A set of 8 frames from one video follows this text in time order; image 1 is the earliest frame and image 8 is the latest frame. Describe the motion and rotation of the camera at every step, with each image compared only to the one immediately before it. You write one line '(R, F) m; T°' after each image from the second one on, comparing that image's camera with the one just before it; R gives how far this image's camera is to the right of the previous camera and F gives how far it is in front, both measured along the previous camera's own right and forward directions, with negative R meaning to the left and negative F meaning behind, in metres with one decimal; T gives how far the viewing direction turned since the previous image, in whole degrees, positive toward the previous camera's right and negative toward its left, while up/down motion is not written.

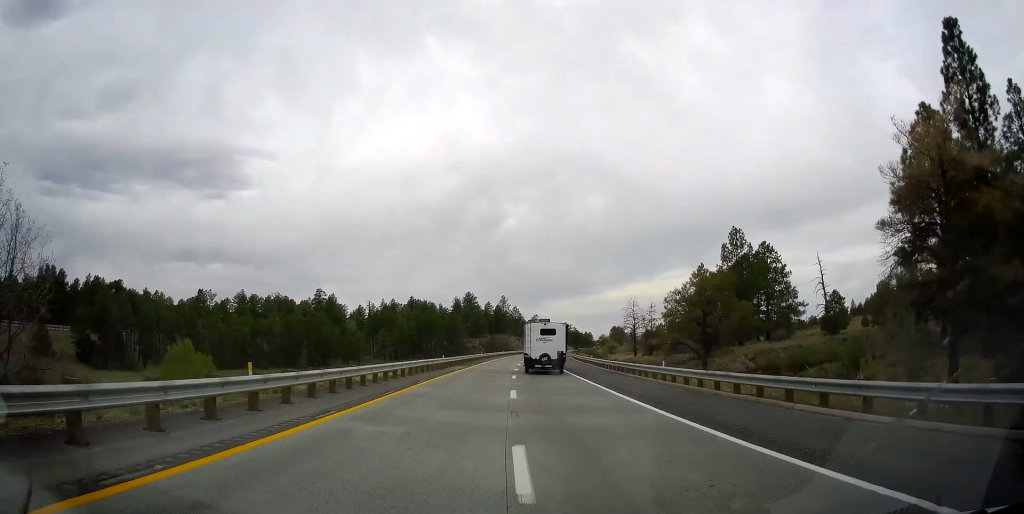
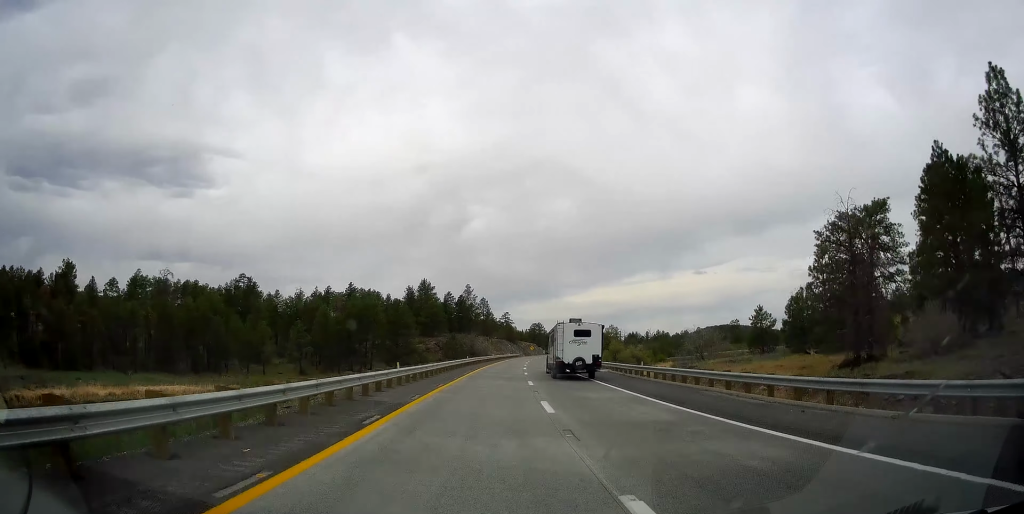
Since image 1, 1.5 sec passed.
(+1.1, +52.5) m; +3°
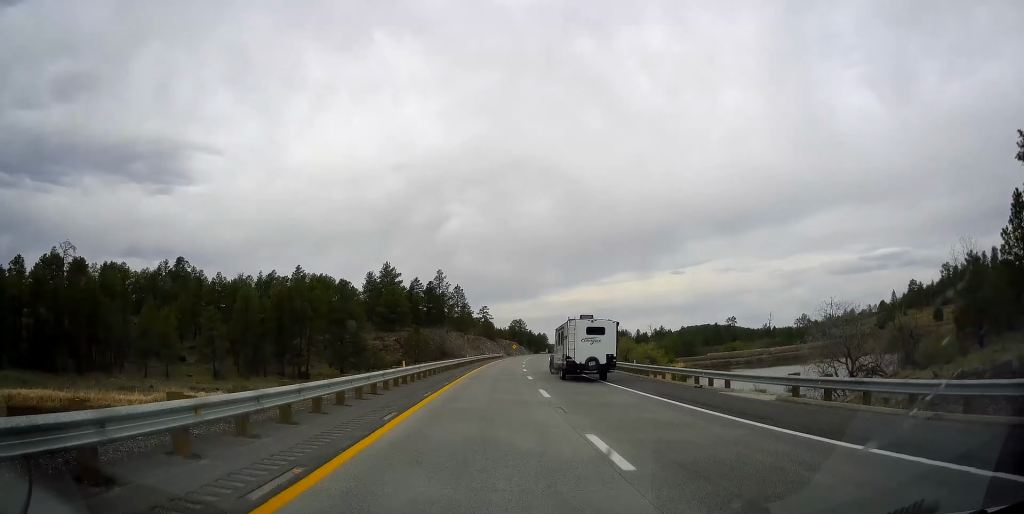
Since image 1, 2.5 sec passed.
(+0.8, +32.2) m; +2°
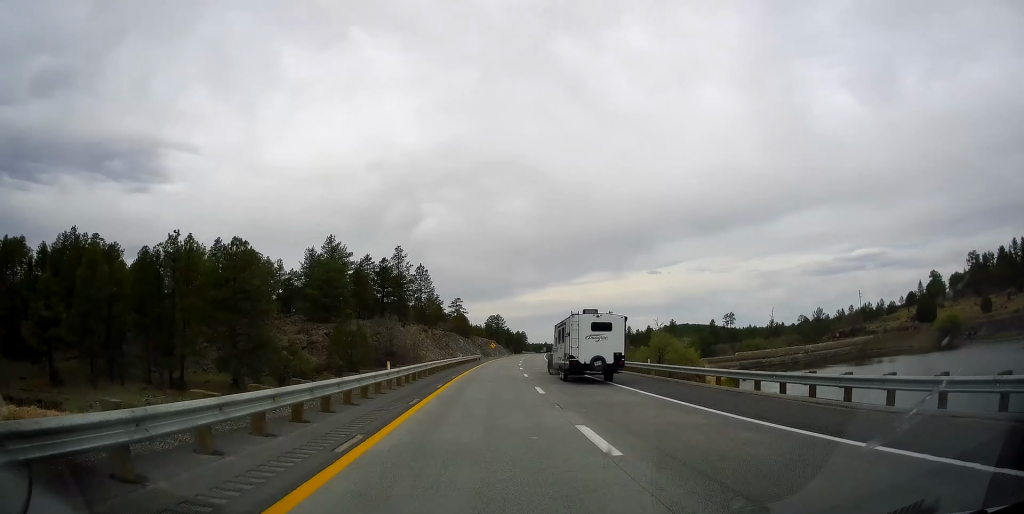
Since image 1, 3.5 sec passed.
(+0.7, +35.8) m; +2°
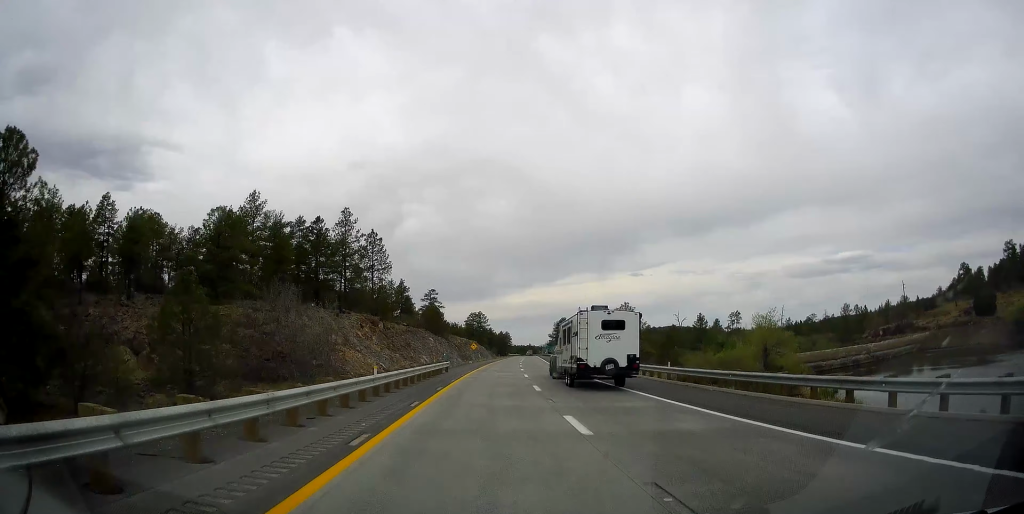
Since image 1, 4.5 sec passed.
(+0.7, +34.7) m; +2°
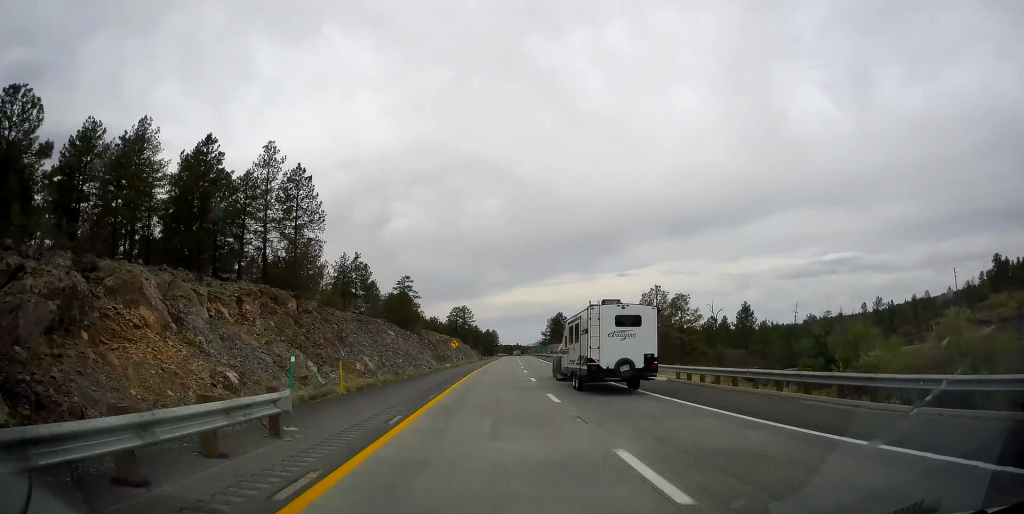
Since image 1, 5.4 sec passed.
(+0.5, +30.1) m; +2°
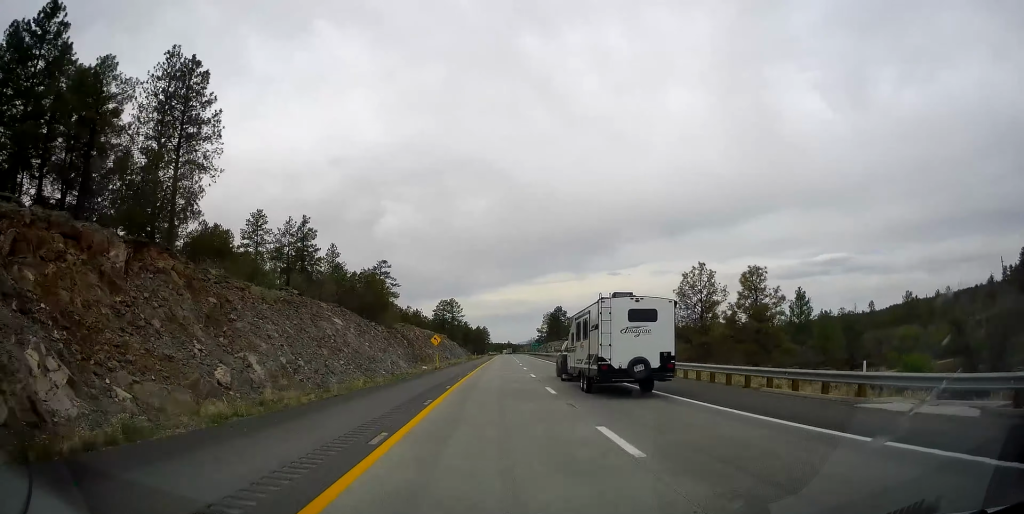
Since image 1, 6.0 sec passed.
(+0.1, +21.9) m; +1°
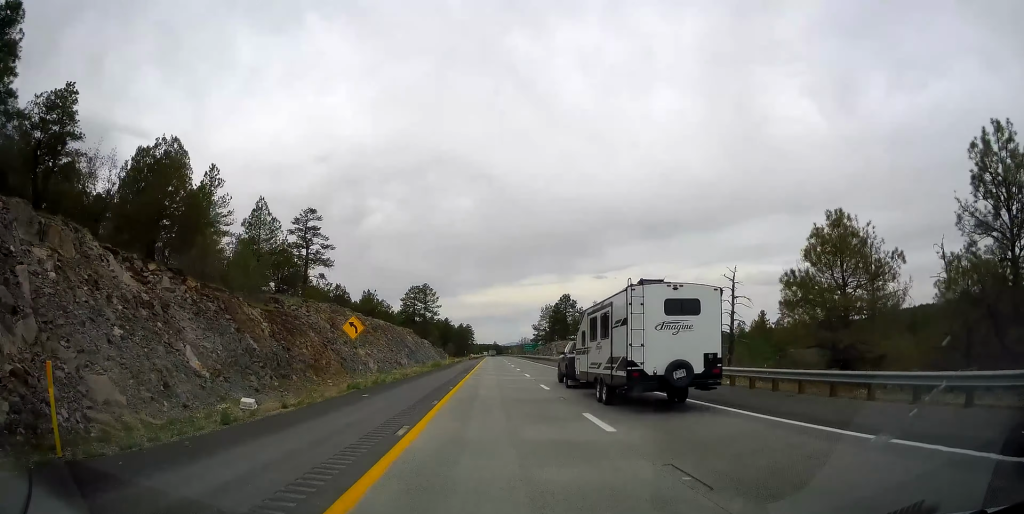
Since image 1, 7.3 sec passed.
(+1.0, +46.1) m; +2°
